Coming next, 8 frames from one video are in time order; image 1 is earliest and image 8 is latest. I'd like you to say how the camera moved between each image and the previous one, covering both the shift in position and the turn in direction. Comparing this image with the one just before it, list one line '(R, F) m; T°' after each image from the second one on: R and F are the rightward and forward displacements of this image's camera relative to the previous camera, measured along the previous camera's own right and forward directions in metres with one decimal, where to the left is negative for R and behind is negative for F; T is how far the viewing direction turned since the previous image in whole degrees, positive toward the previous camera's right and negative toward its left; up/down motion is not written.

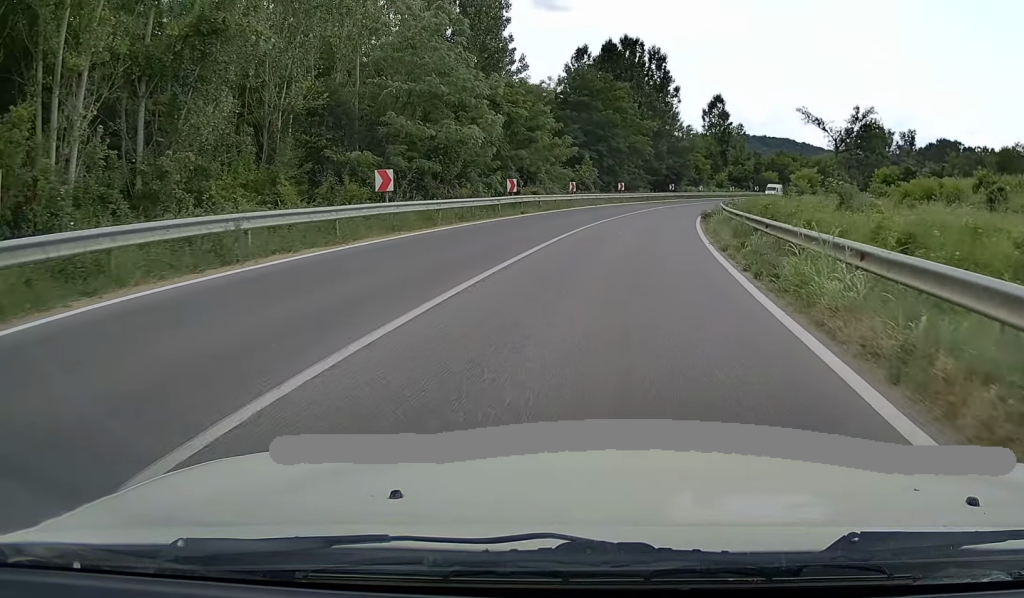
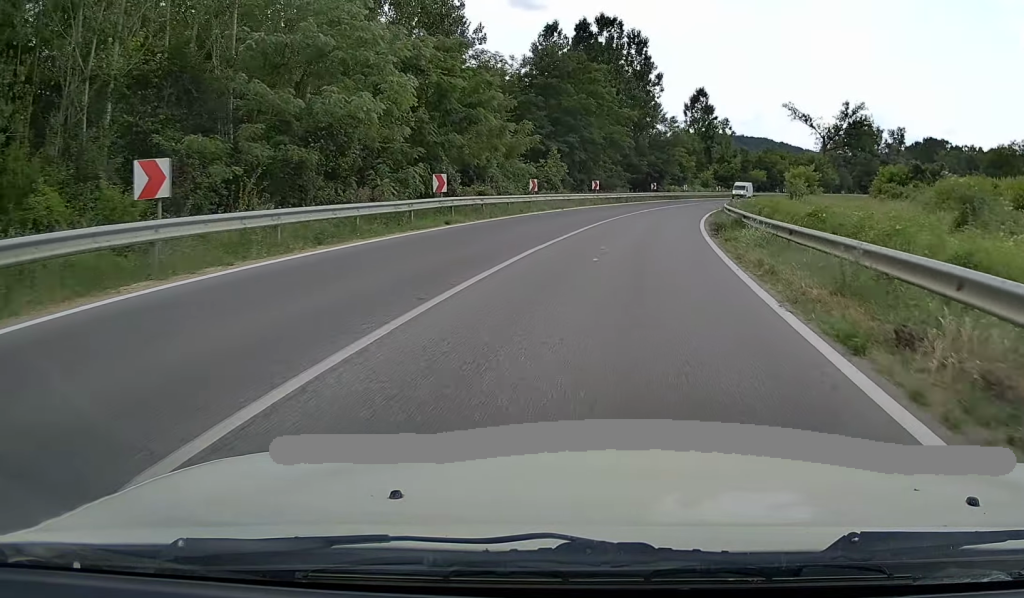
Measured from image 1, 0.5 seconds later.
(+0.3, +10.9) m; +2°
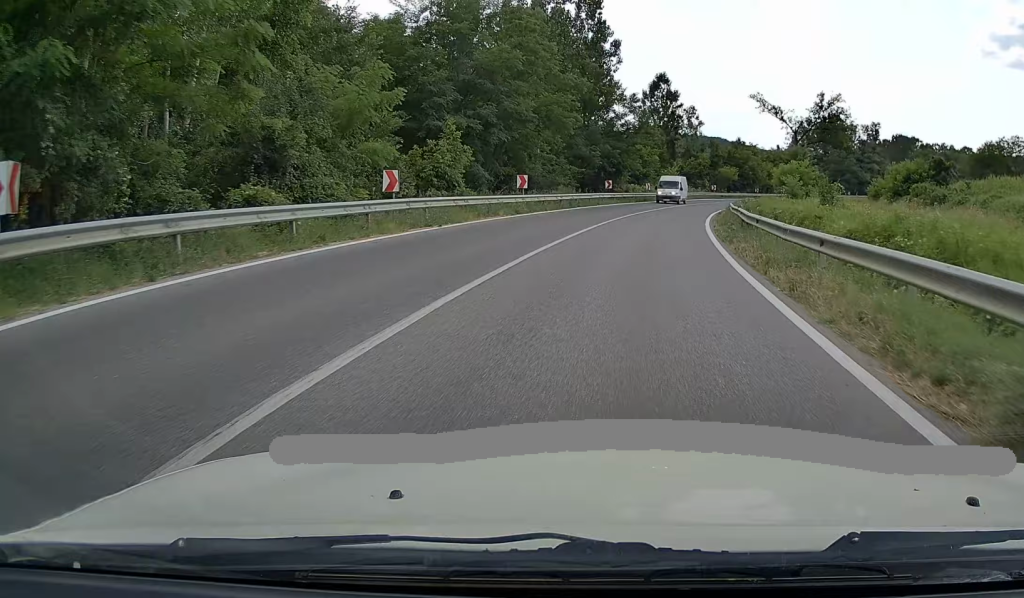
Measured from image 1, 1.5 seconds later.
(+0.6, +19.2) m; +3°
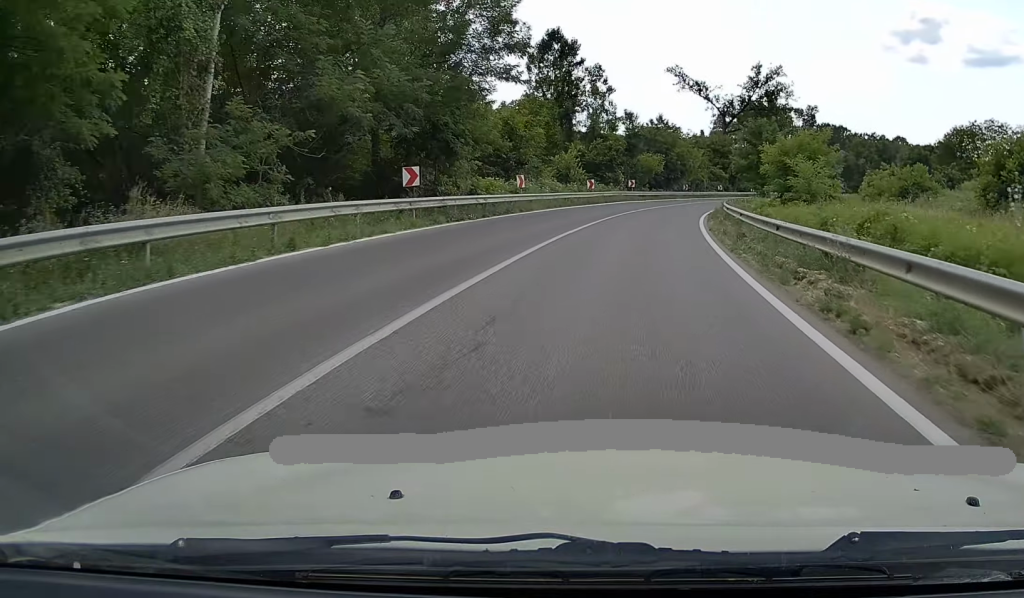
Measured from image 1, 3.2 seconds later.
(+1.8, +36.4) m; +7°
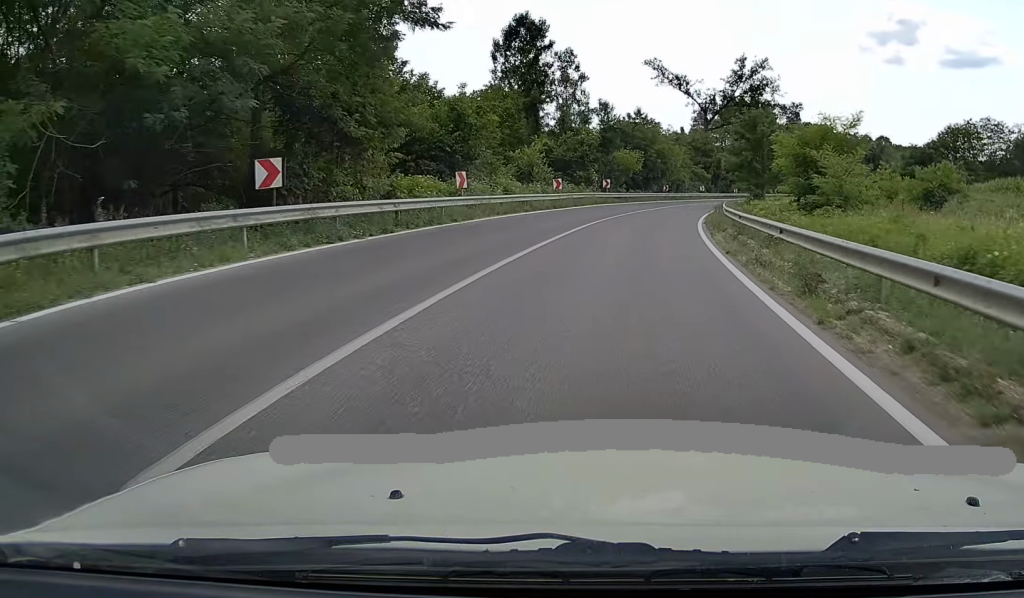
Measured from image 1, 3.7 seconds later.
(+0.4, +8.9) m; +2°
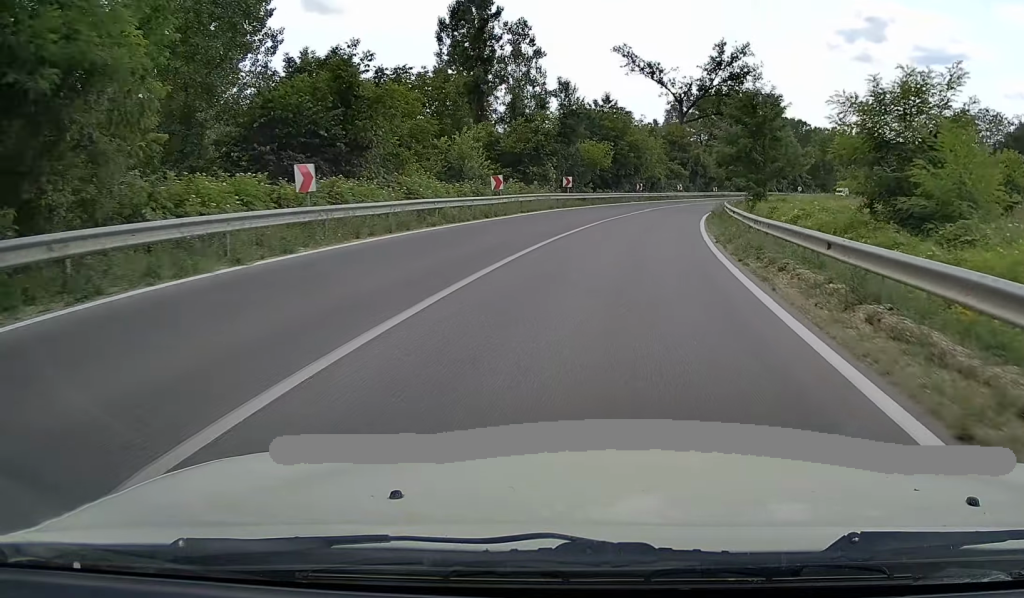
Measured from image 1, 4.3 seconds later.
(+0.2, +12.3) m; +3°
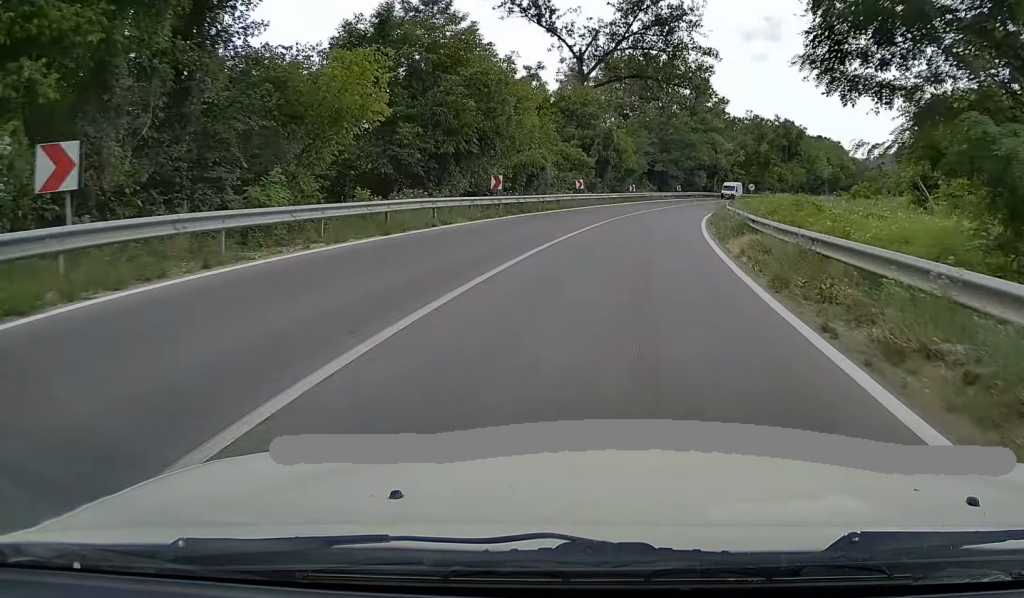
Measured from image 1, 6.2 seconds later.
(+2.8, +39.1) m; +8°
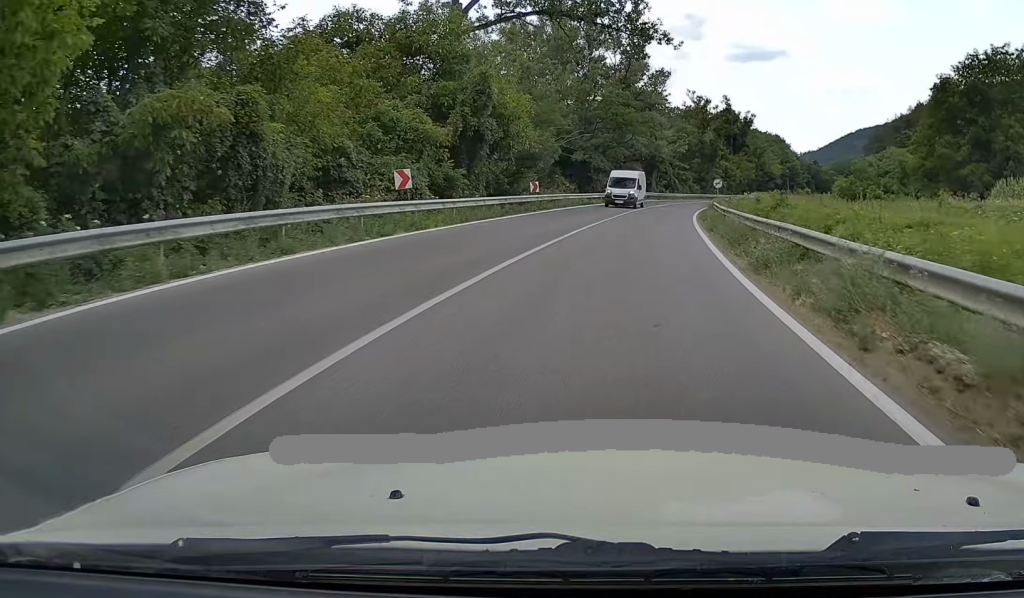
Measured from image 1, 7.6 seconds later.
(+1.3, +29.2) m; +5°
